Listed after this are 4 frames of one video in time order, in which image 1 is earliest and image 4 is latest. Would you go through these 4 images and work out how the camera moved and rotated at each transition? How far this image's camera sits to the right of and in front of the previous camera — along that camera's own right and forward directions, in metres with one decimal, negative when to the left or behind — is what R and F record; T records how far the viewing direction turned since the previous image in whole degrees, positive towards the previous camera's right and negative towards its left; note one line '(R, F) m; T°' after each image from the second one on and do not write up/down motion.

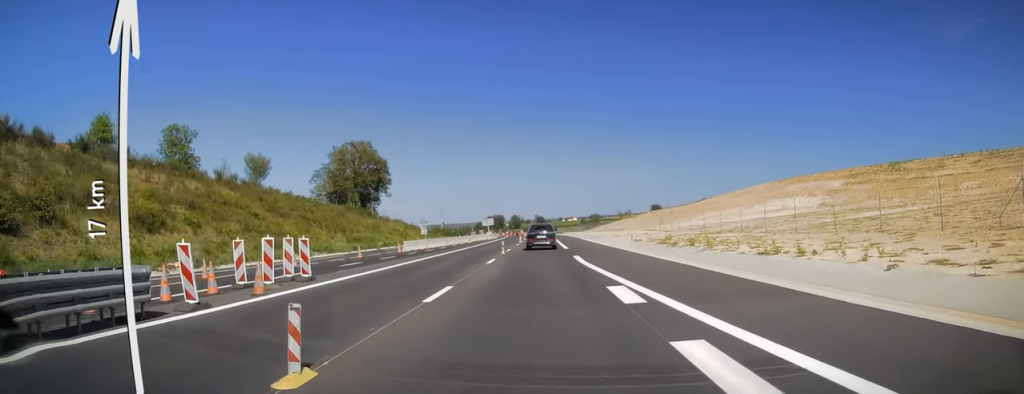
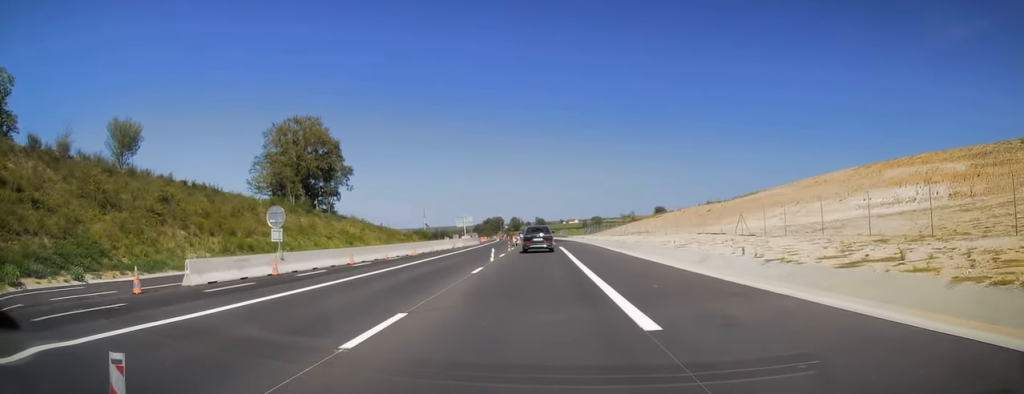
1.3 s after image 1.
(0.0, +30.6) m; -1°
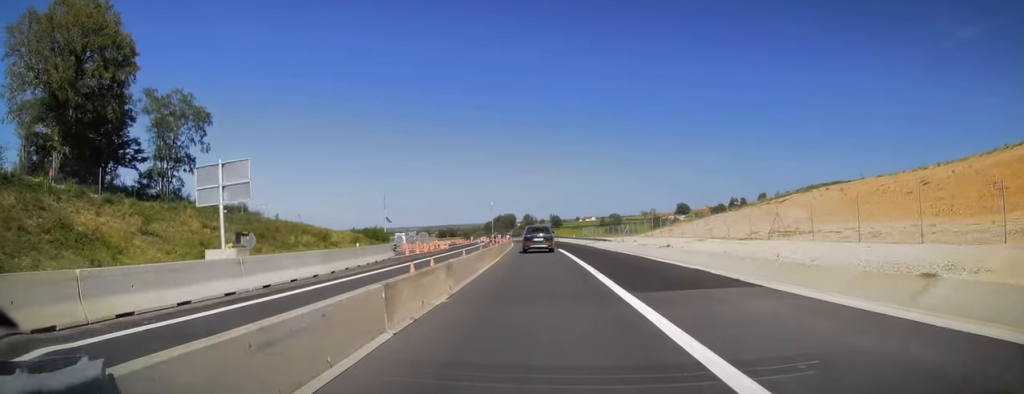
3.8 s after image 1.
(-1.2, +57.4) m; -2°
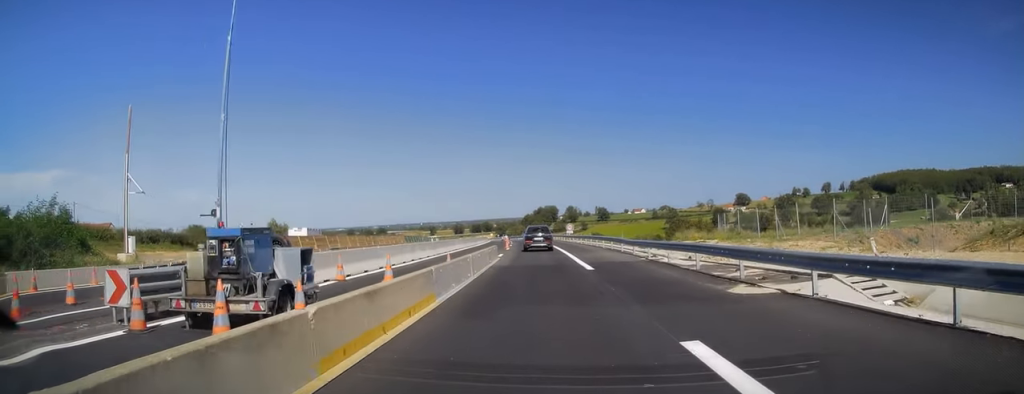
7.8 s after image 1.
(-2.7, +86.5) m; -5°
